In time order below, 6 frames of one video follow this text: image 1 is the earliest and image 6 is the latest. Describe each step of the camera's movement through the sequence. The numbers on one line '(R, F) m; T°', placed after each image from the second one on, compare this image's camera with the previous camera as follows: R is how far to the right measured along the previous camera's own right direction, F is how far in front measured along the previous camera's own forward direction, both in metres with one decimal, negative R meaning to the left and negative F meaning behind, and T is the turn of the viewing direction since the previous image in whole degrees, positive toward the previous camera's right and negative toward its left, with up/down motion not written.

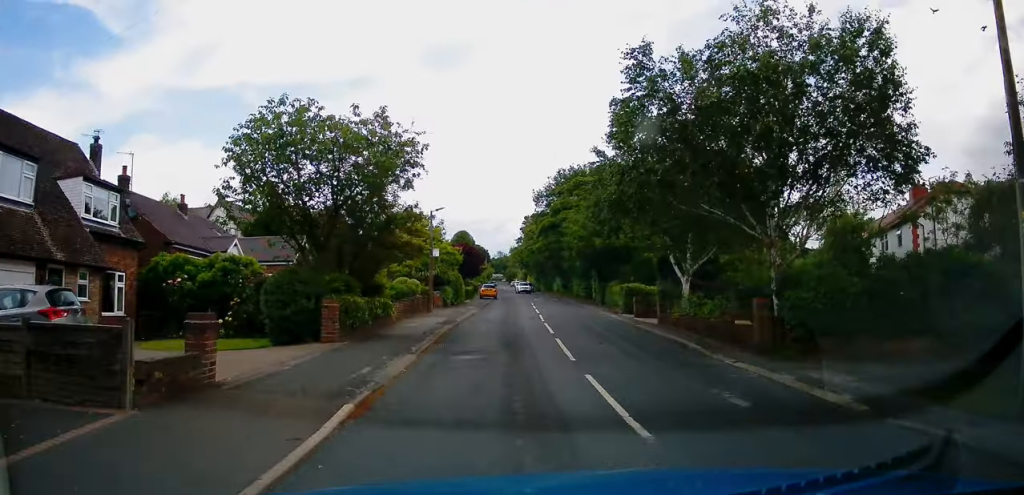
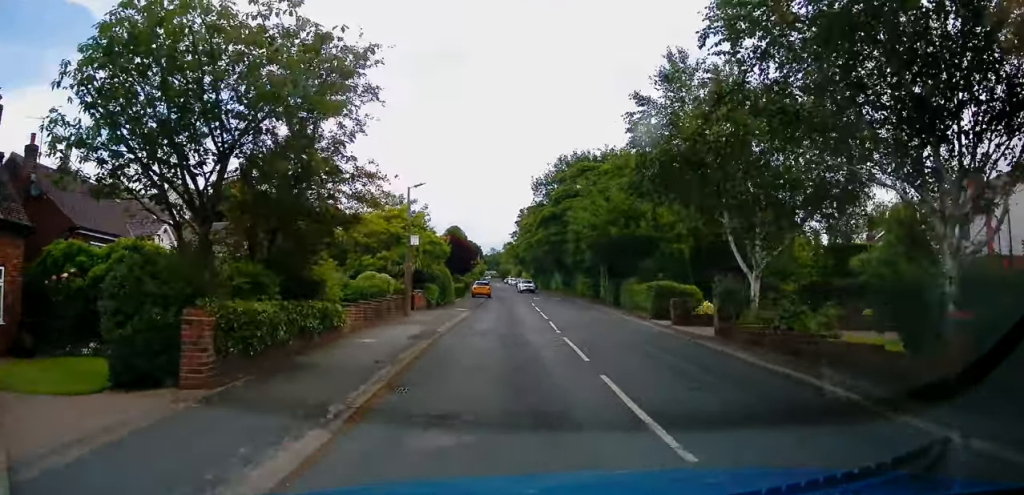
(0.0, +6.6) m; +1°
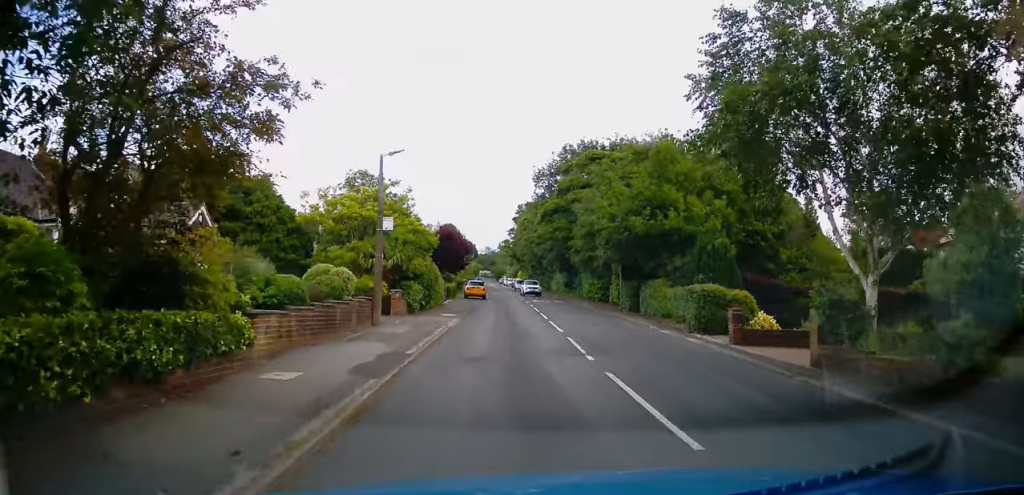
(0.0, +5.6) m; +1°
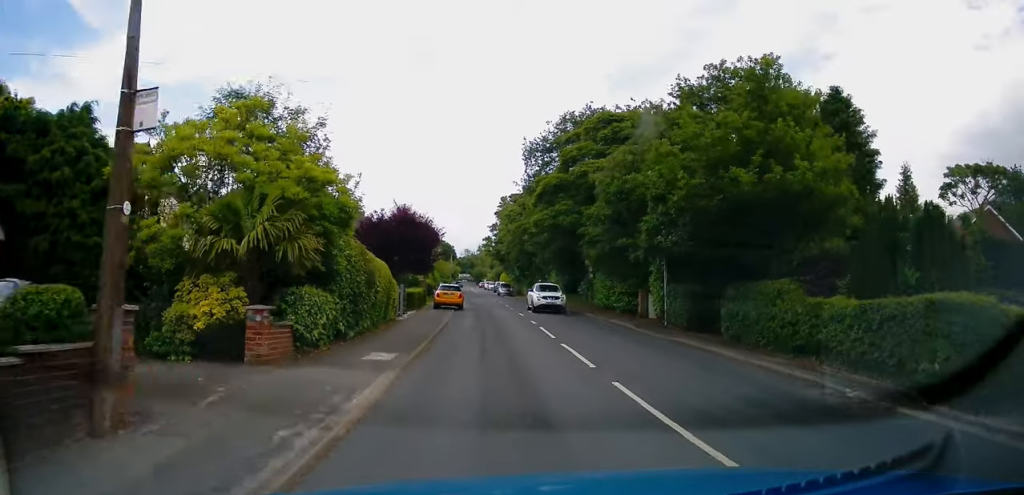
(+0.4, +13.0) m; +4°
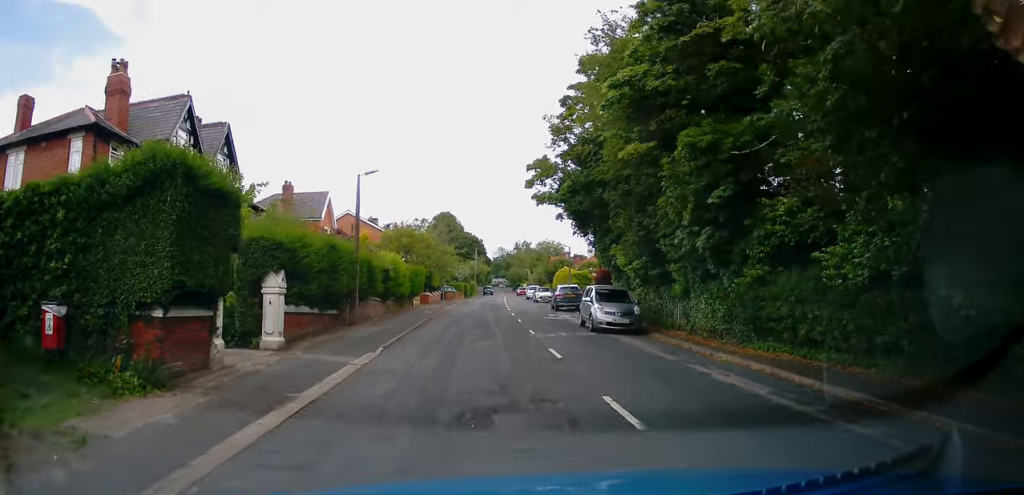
(-0.5, +51.9) m; -4°
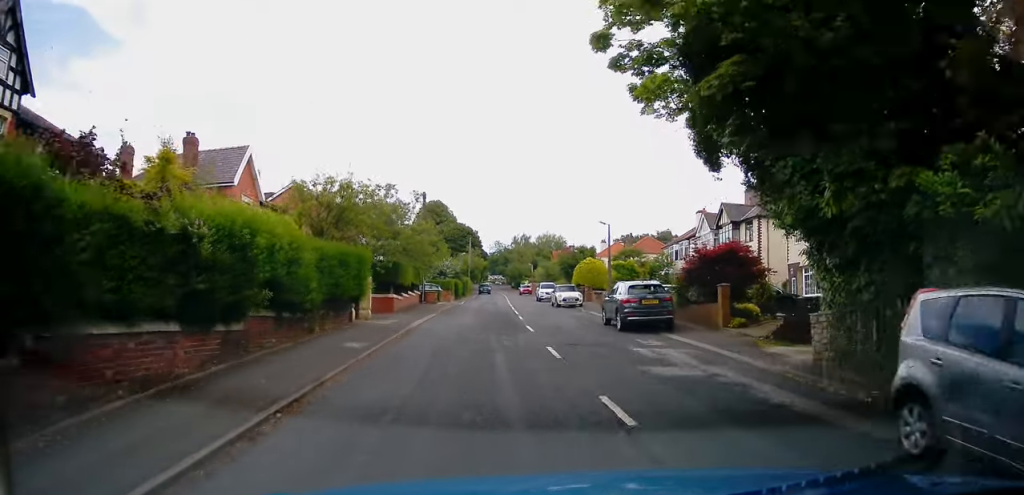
(0.0, +17.8) m; 0°
